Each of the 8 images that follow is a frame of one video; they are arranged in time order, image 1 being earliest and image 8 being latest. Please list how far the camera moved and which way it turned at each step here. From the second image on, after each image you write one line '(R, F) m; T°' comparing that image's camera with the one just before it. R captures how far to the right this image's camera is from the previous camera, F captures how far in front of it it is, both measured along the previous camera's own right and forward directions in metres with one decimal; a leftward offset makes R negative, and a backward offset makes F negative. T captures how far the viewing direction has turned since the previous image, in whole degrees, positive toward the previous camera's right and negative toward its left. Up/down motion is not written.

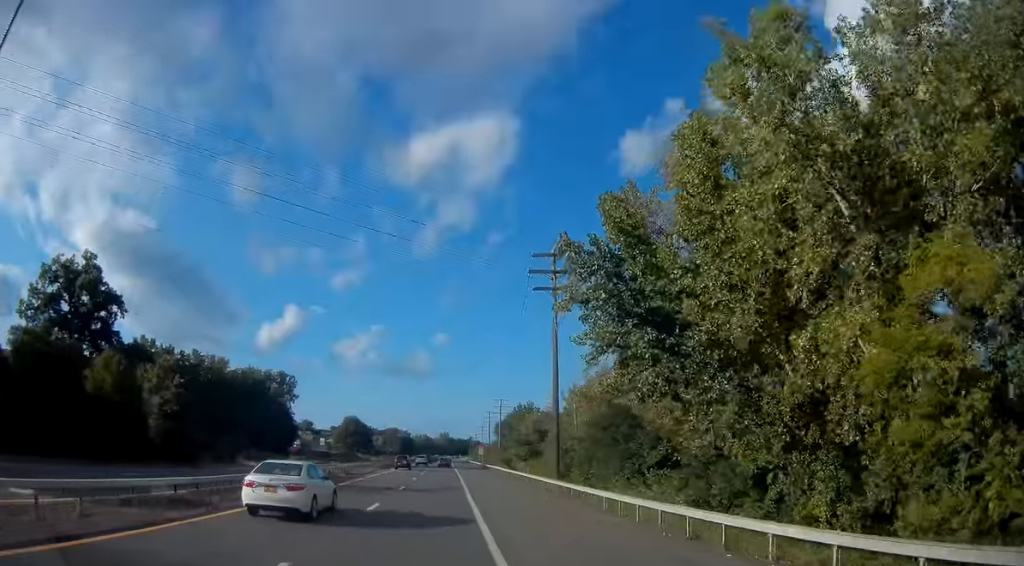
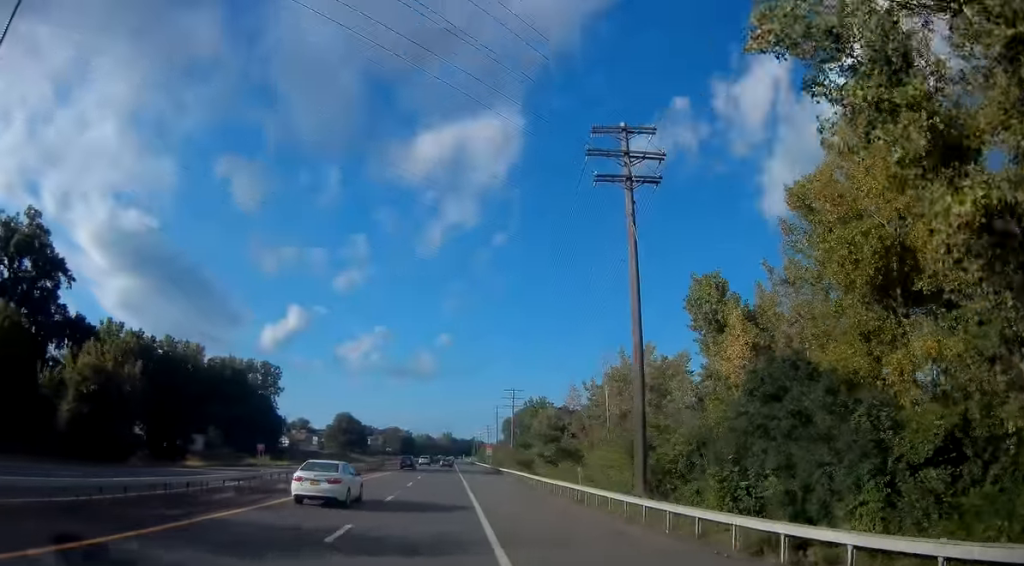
(-0.3, +18.3) m; 0°
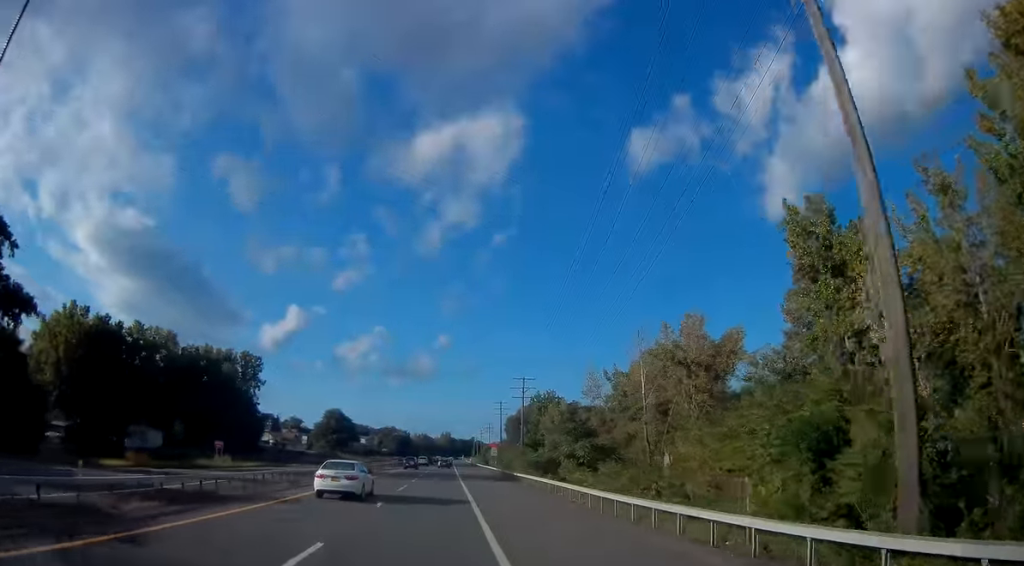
(+0.3, +15.2) m; +1°
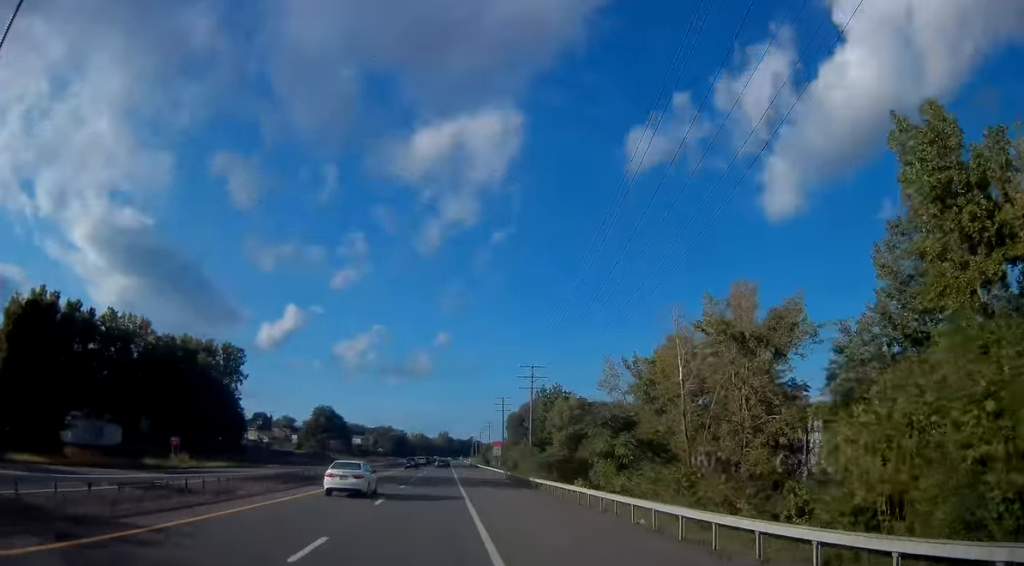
(0.0, +11.2) m; -1°
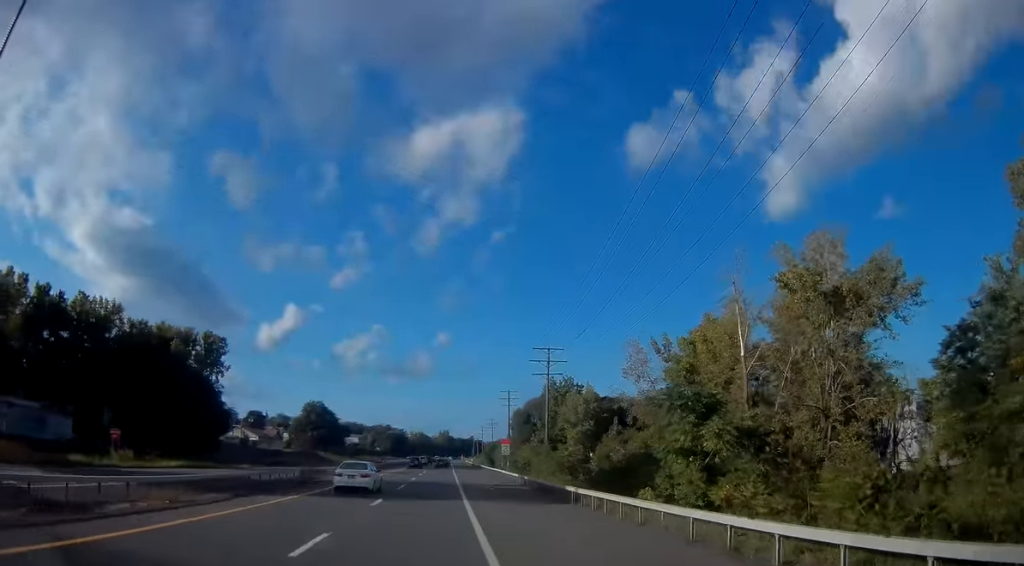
(-0.2, +11.7) m; 0°
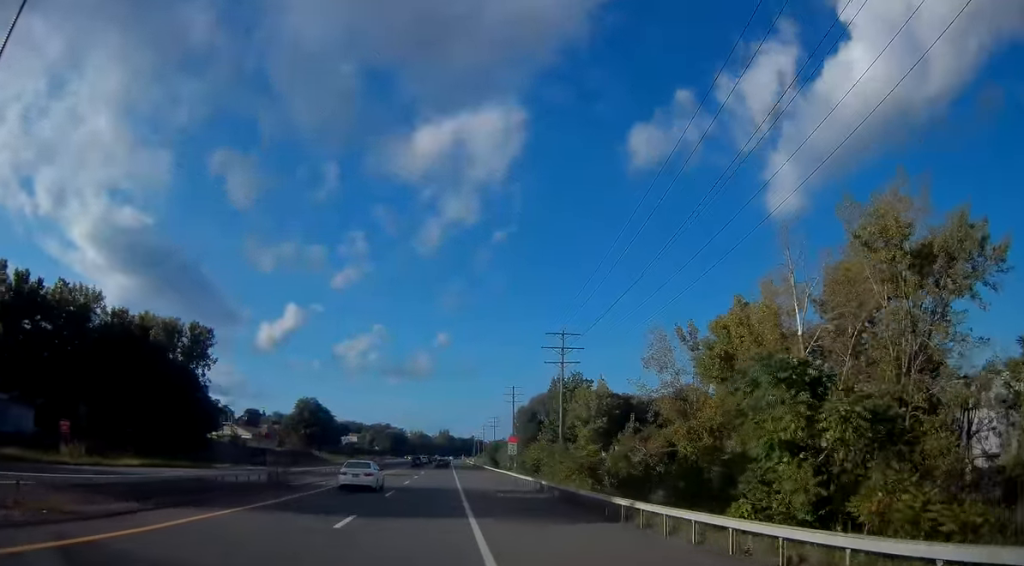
(+0.1, +7.5) m; 0°
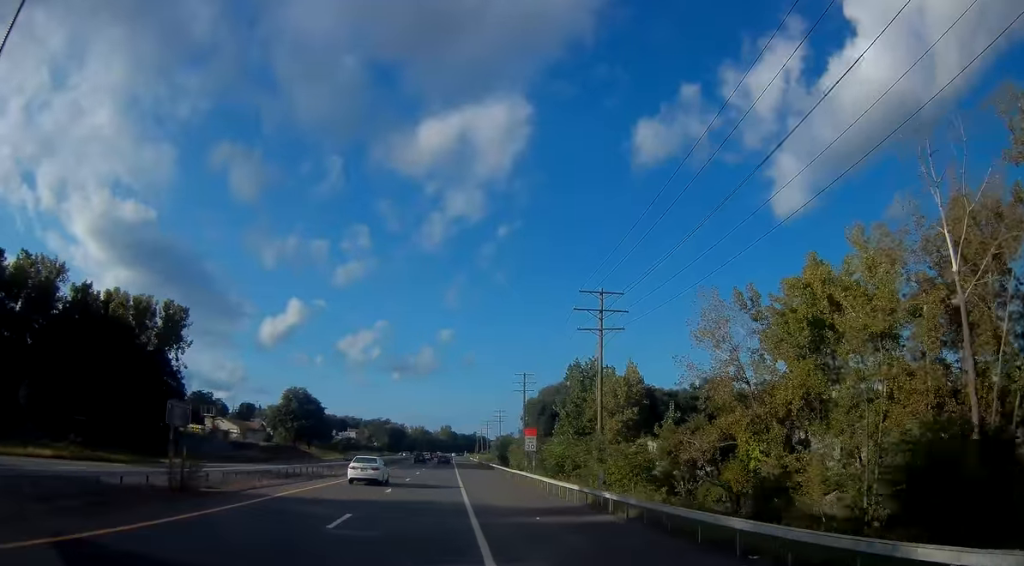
(+0.1, +13.1) m; 0°
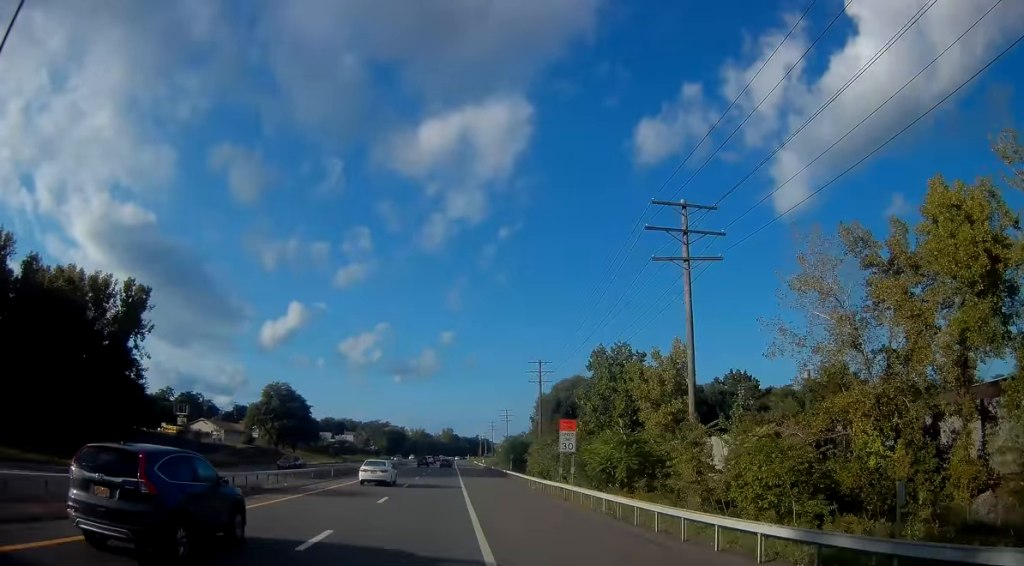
(0.0, +15.5) m; 0°
